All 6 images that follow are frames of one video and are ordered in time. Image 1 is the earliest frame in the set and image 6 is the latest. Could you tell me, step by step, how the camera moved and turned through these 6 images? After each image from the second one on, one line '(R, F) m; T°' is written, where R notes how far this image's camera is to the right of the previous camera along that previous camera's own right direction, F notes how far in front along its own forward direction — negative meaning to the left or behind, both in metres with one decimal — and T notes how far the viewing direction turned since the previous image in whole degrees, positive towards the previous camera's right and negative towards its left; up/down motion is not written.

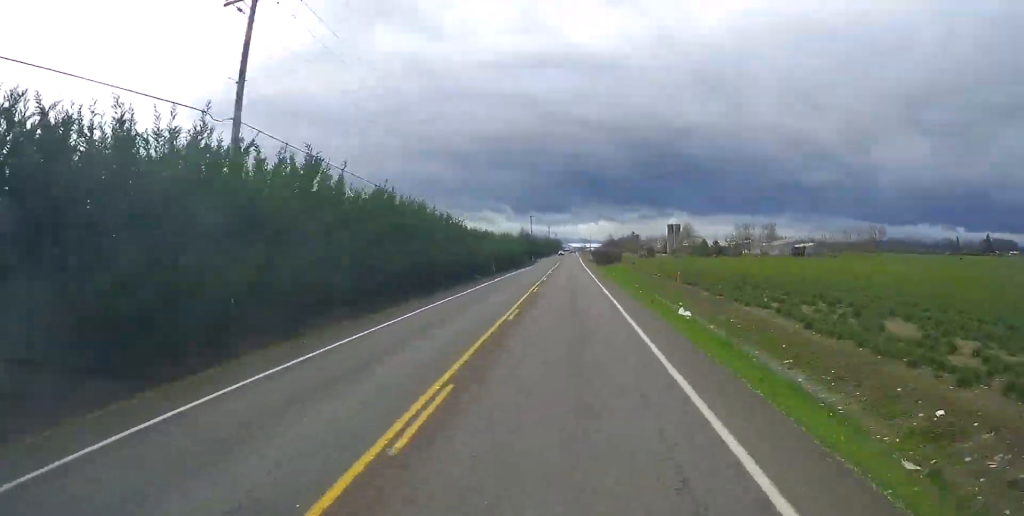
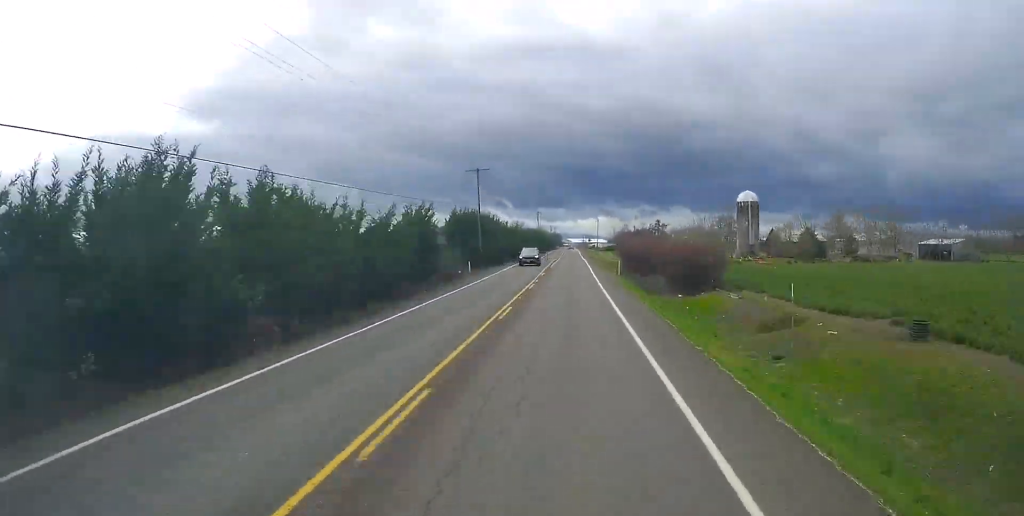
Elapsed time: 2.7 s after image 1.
(+0.1, +69.7) m; 0°
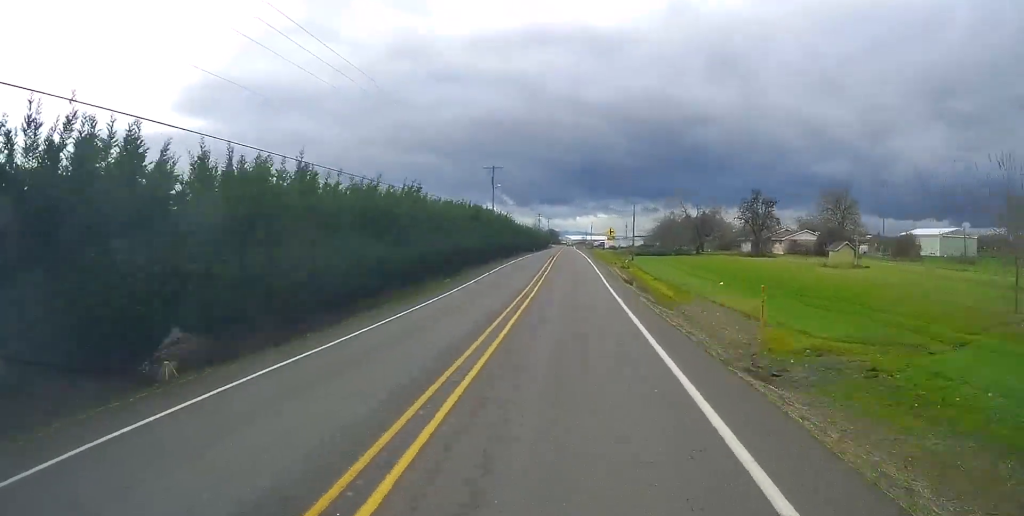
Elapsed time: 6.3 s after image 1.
(-0.3, +94.0) m; 0°
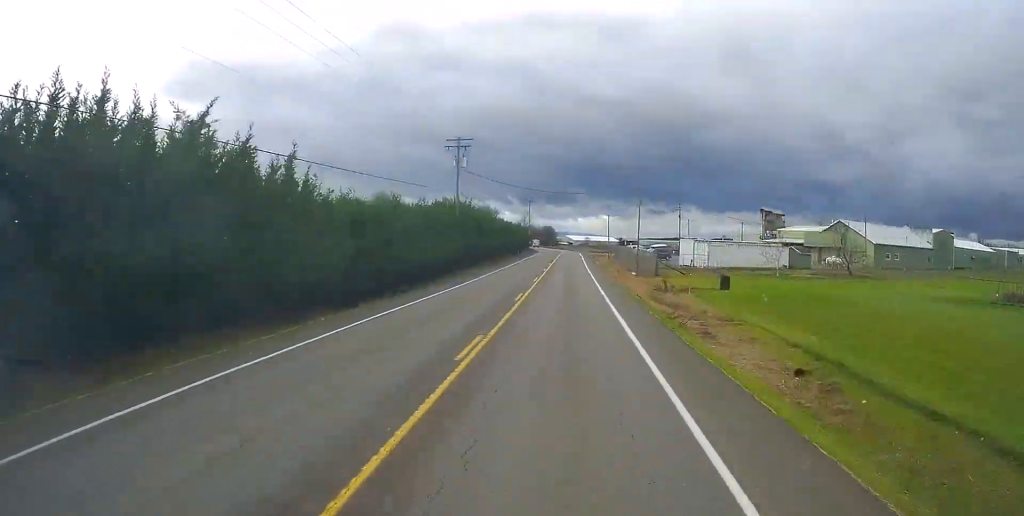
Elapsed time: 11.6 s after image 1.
(-0.4, +139.6) m; 0°
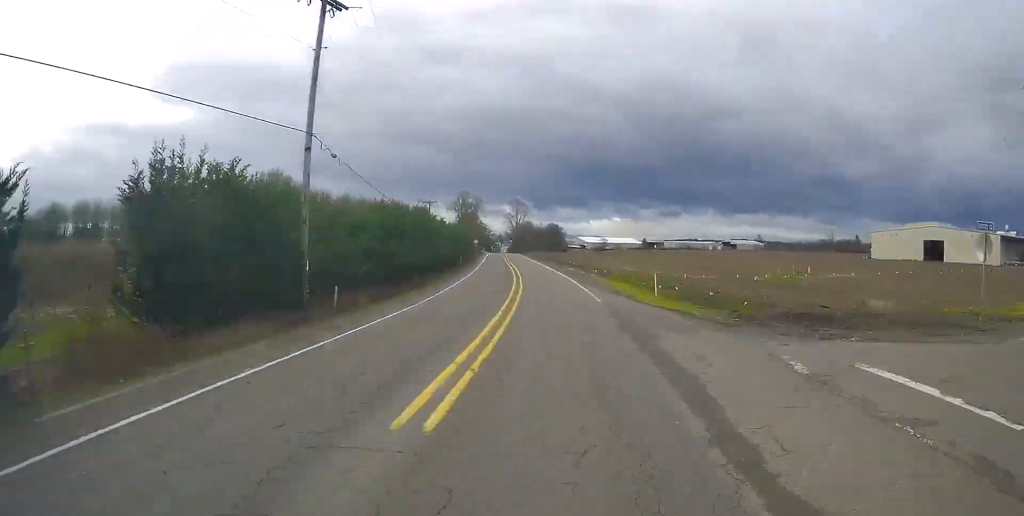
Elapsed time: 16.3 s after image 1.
(-0.5, +122.5) m; -3°
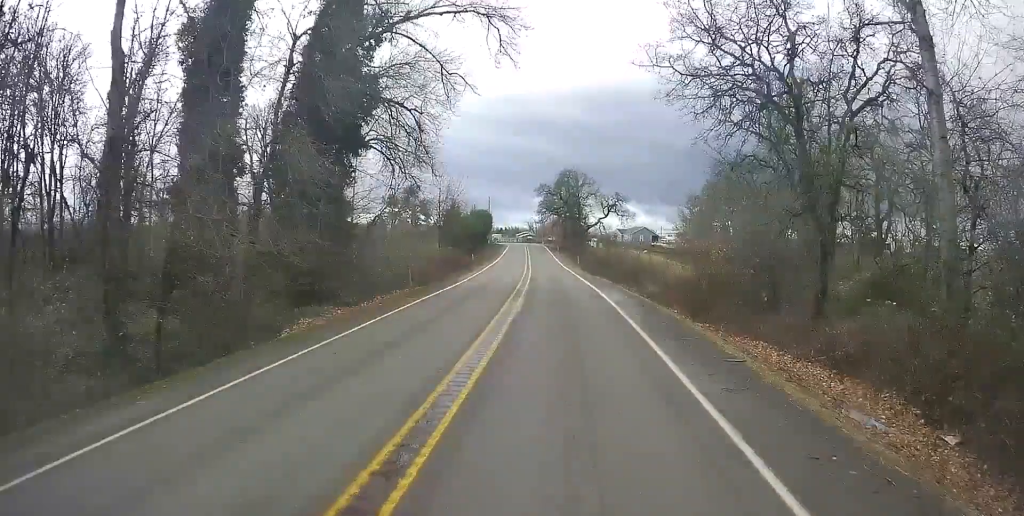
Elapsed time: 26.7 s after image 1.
(-22.0, +271.2) m; -10°
